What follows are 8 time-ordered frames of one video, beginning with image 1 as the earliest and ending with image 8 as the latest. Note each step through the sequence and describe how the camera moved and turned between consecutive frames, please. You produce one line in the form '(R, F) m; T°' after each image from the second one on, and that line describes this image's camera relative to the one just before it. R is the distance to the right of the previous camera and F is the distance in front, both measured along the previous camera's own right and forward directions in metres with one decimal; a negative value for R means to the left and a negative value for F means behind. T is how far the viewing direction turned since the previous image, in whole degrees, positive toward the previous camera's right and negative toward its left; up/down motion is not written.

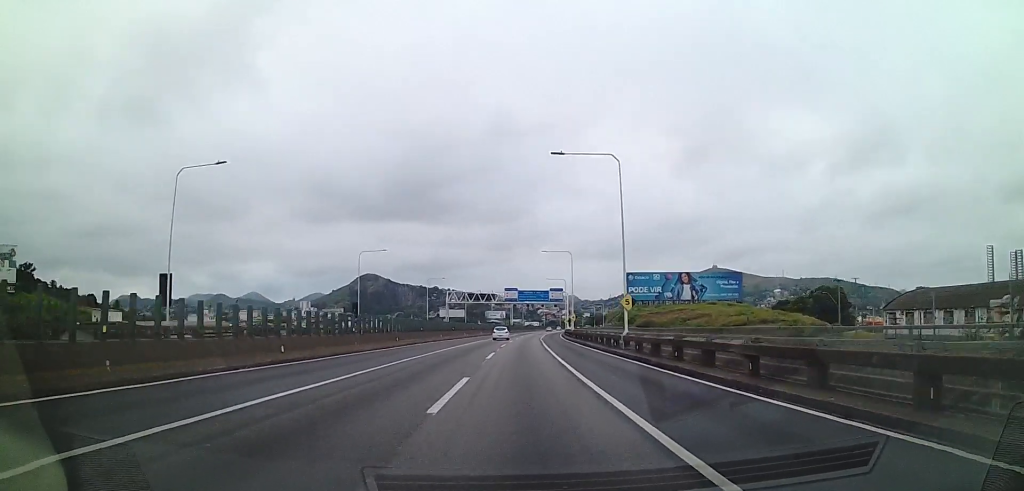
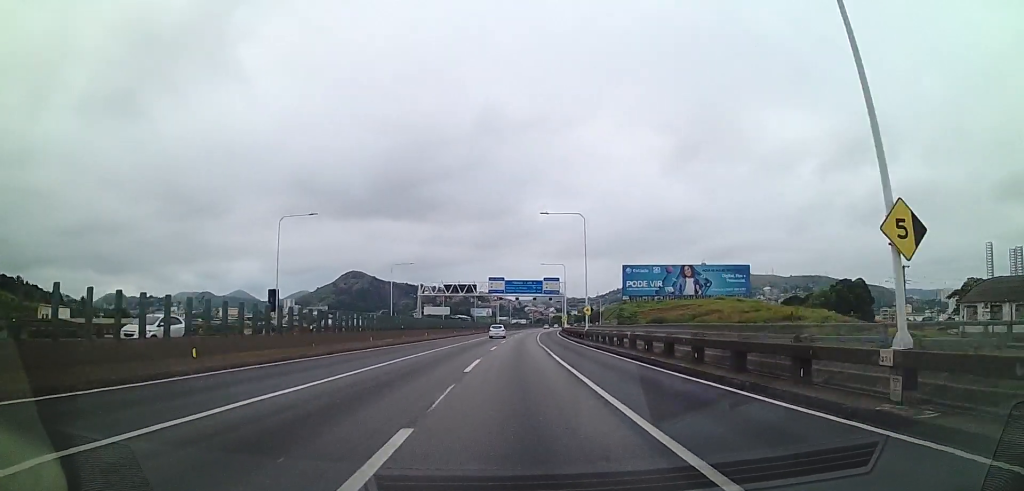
(0.0, +22.5) m; +2°
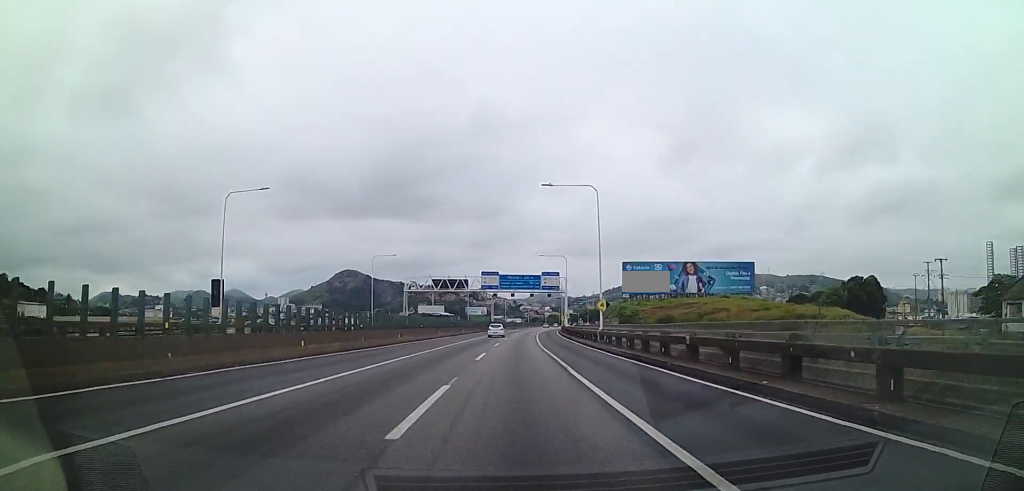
(0.0, +9.5) m; +2°
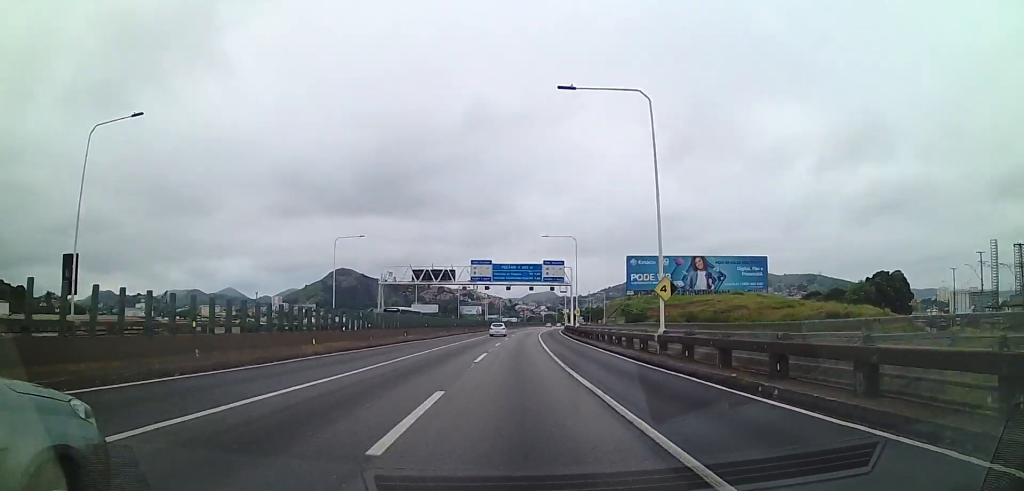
(+0.5, +15.8) m; 0°
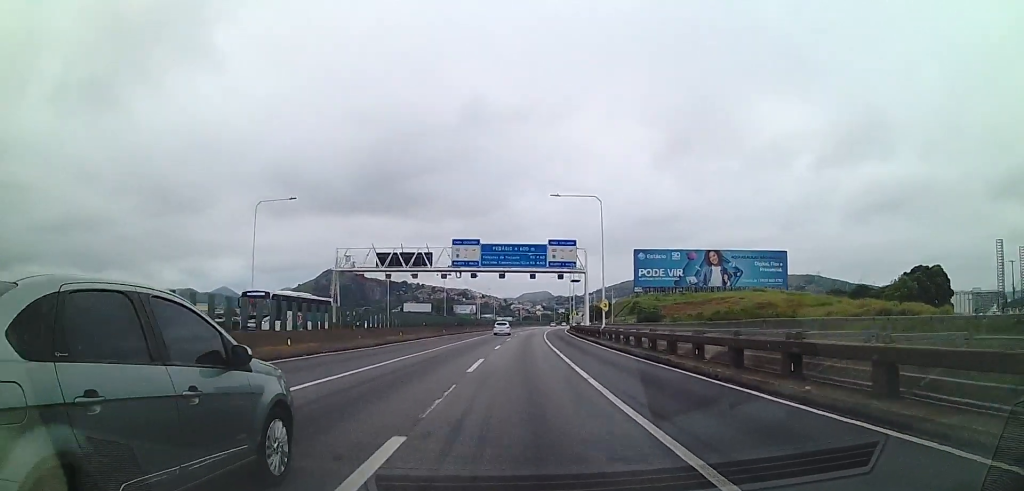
(-0.4, +20.0) m; 0°
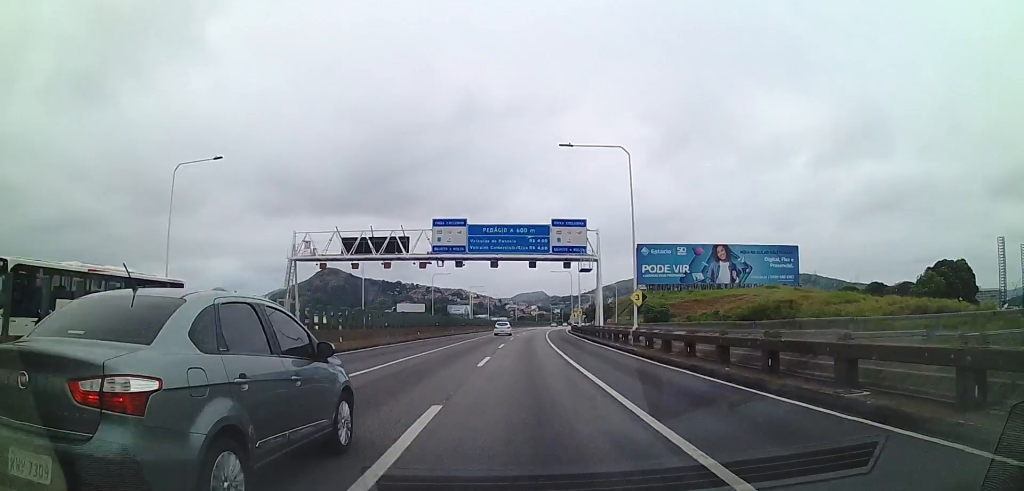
(0.0, +11.7) m; +1°
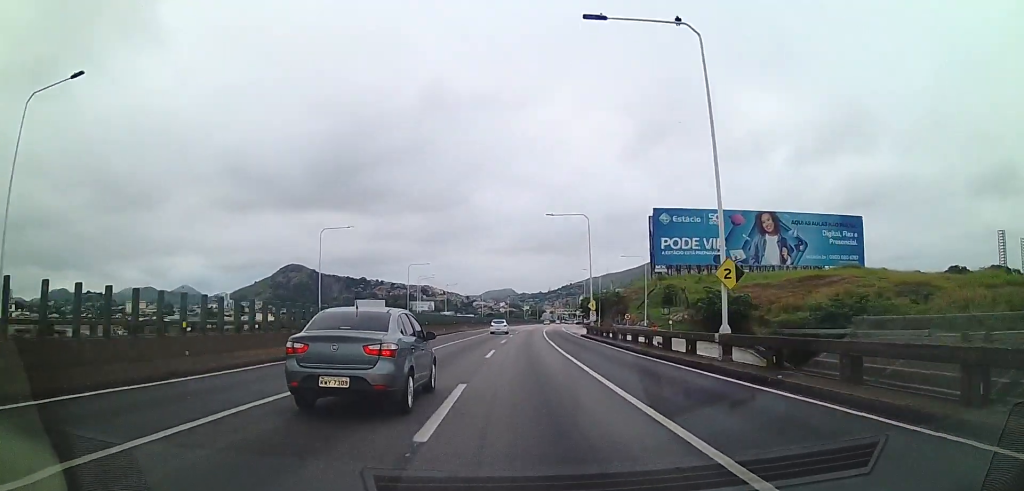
(+2.3, +53.1) m; +4°
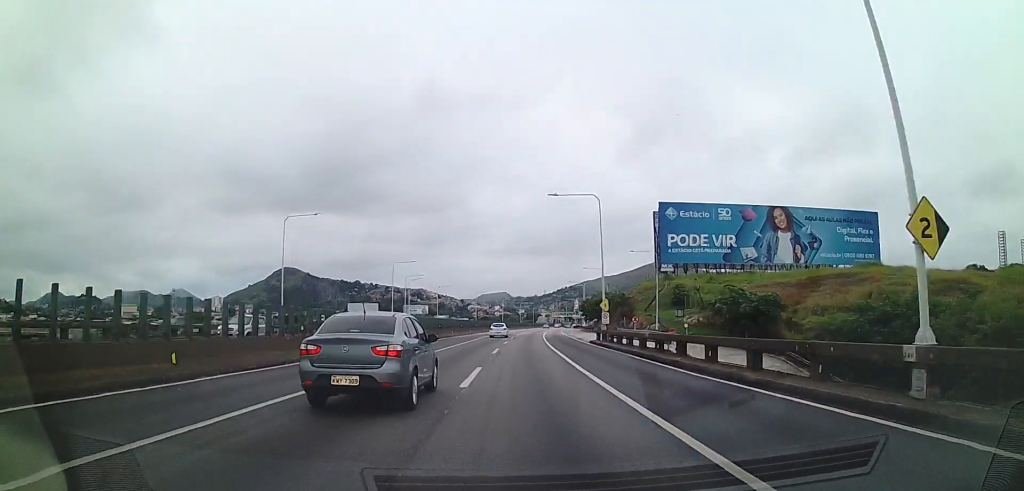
(0.0, +8.9) m; 0°
